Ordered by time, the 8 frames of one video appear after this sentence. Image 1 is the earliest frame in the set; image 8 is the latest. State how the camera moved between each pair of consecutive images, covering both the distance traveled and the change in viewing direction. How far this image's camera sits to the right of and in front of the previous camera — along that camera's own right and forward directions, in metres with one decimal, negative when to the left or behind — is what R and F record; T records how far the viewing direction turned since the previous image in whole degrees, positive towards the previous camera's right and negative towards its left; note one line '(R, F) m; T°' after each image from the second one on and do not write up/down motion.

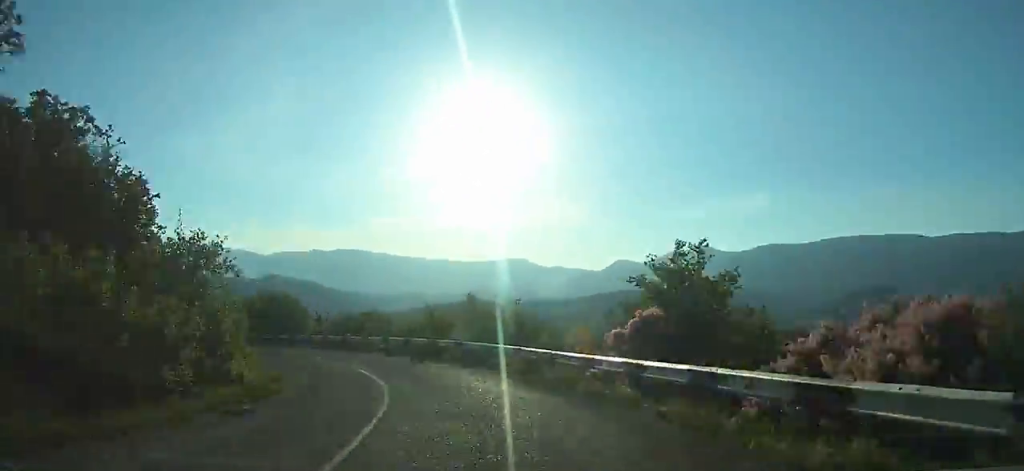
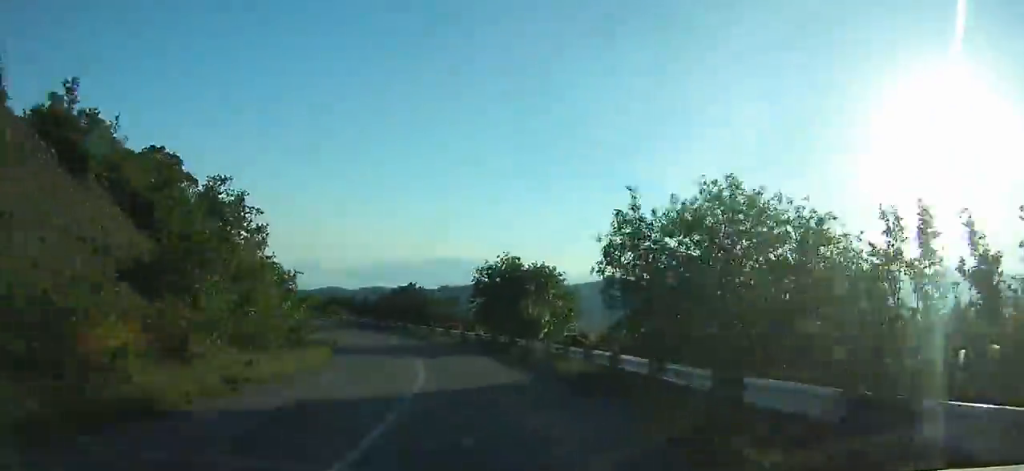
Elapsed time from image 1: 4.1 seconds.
(-7.1, +43.9) m; -31°
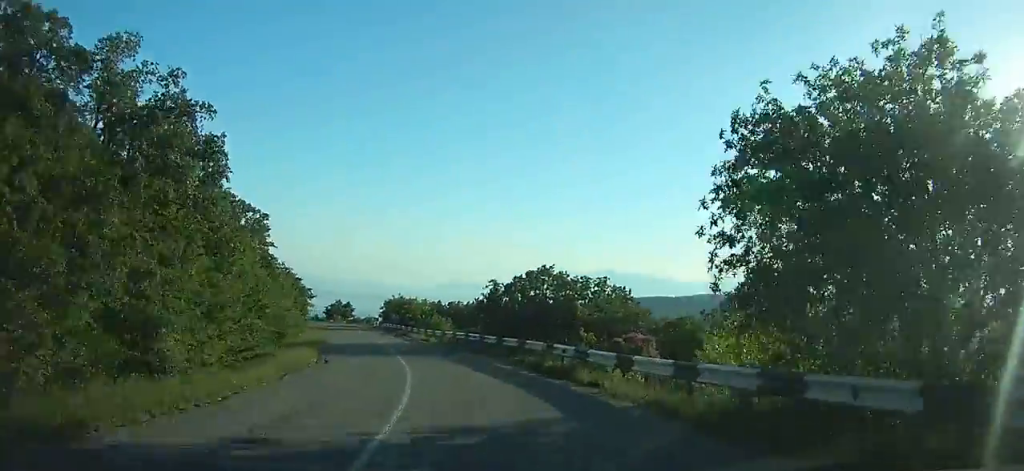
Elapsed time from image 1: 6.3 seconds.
(-6.5, +23.5) m; -20°
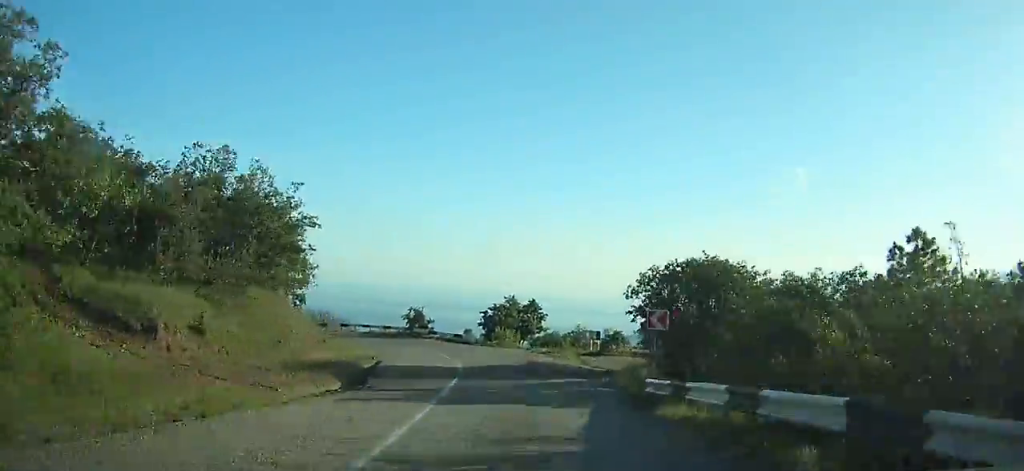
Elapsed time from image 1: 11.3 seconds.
(-15.7, +53.5) m; -26°
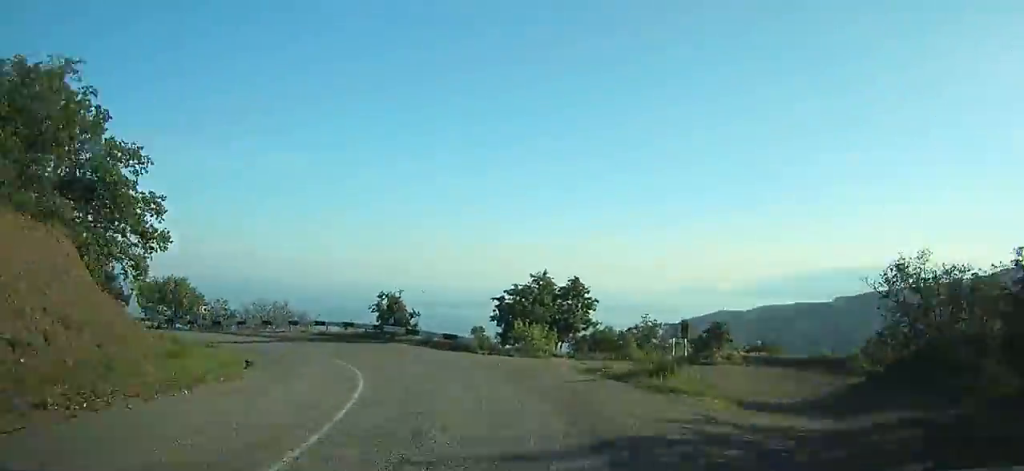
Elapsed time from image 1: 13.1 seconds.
(+0.2, +19.8) m; -6°
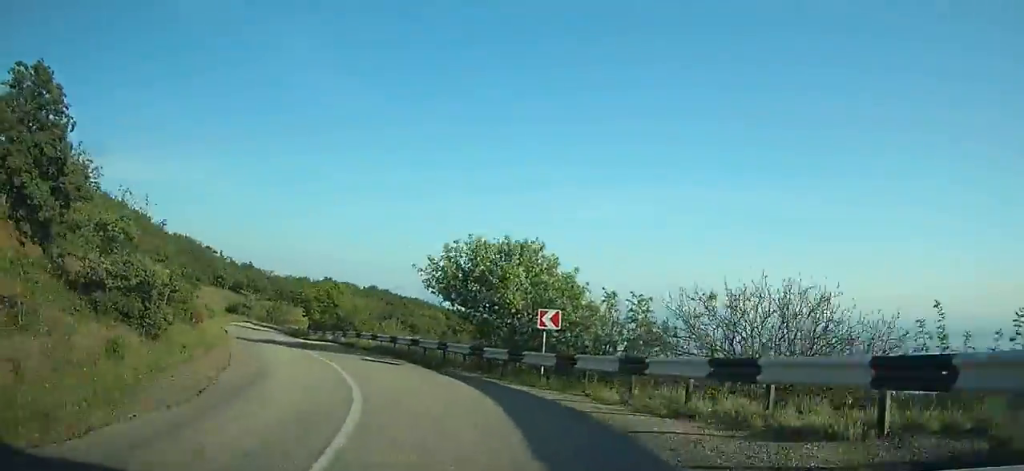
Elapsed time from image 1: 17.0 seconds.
(-10.8, +36.5) m; -43°
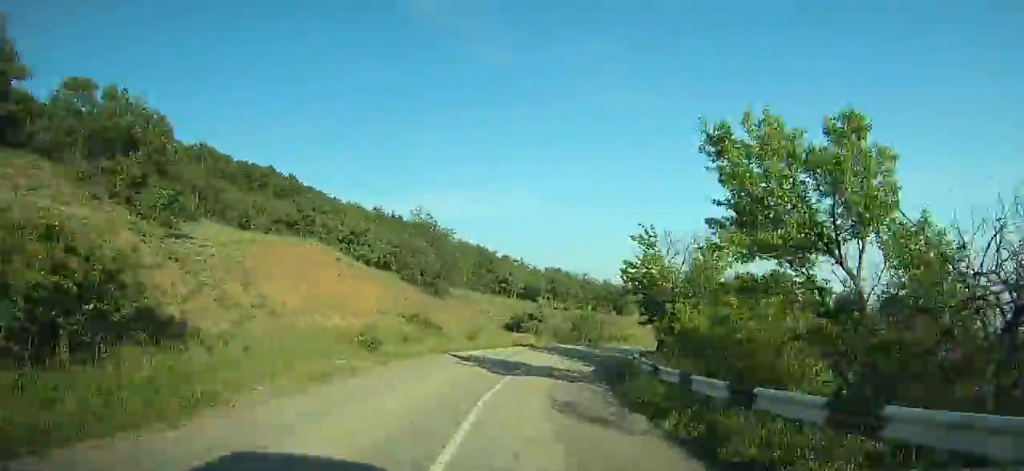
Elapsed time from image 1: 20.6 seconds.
(-14.6, +34.9) m; -21°
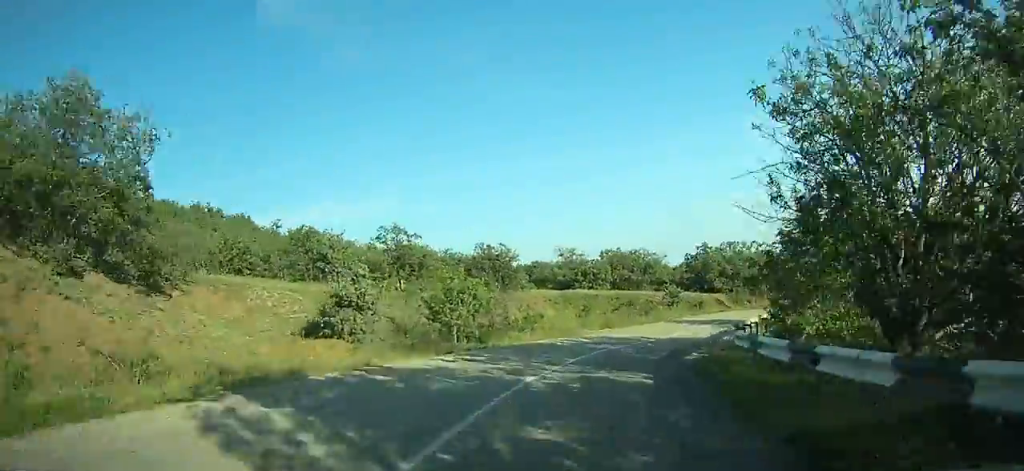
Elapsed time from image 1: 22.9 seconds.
(-0.7, +24.6) m; +8°
